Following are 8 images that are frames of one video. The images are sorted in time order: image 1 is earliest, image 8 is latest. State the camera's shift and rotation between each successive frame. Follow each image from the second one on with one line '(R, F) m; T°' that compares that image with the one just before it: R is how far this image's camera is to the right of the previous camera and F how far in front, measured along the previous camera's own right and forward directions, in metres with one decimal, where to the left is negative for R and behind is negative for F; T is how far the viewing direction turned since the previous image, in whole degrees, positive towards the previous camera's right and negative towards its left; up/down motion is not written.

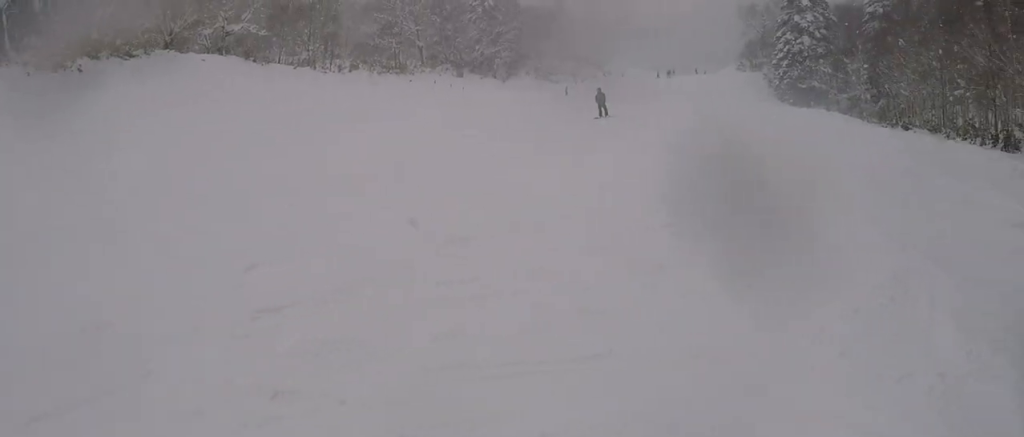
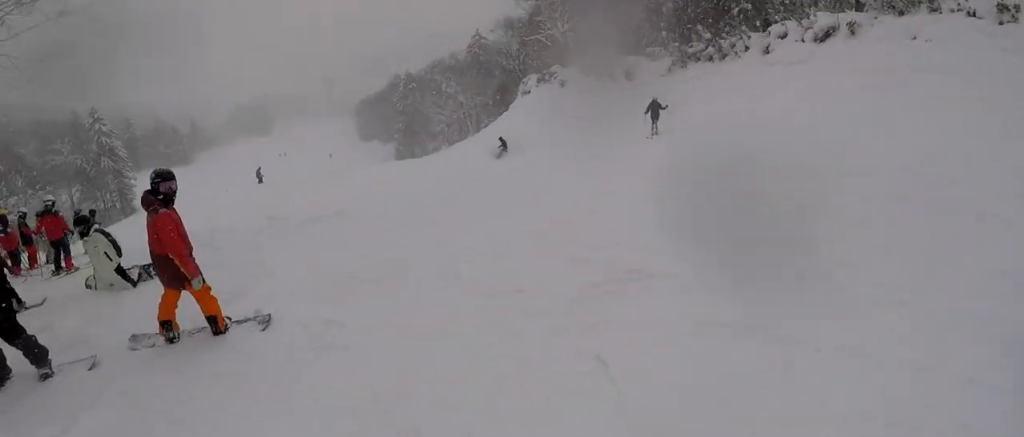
(-0.2, +1.4) m; -15°
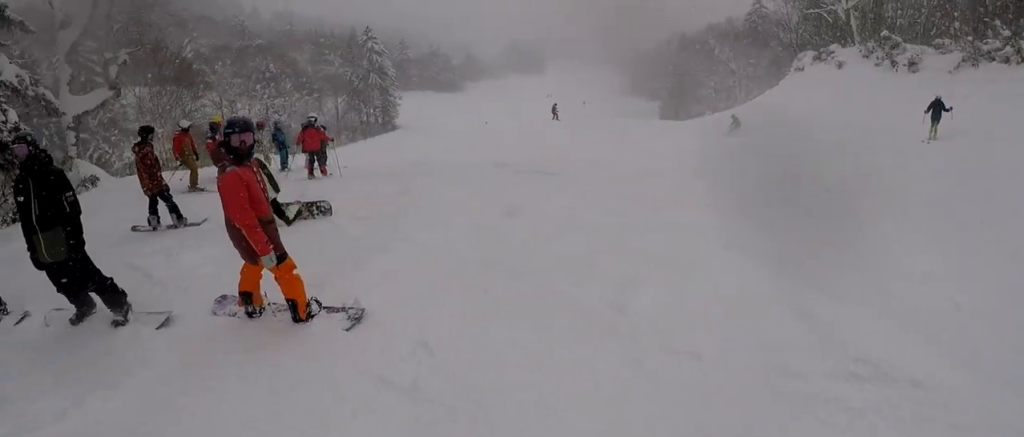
(-0.4, +2.2) m; -17°
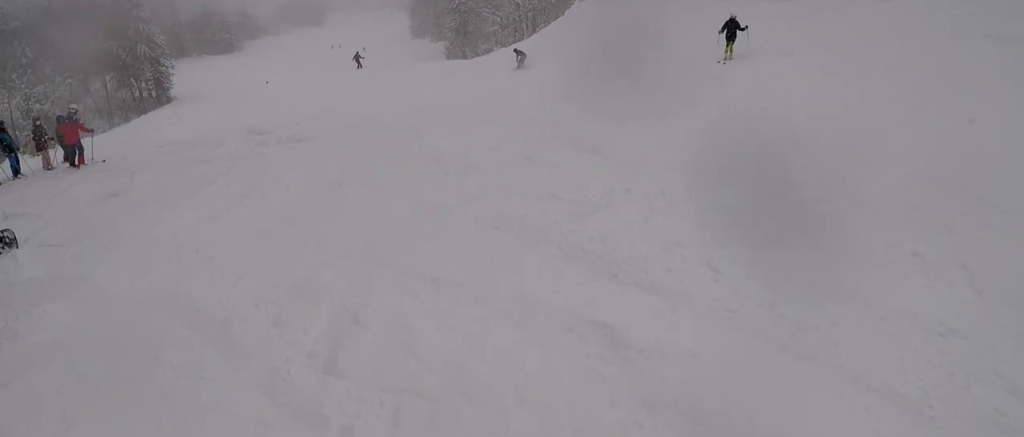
(-0.5, +1.4) m; +1°
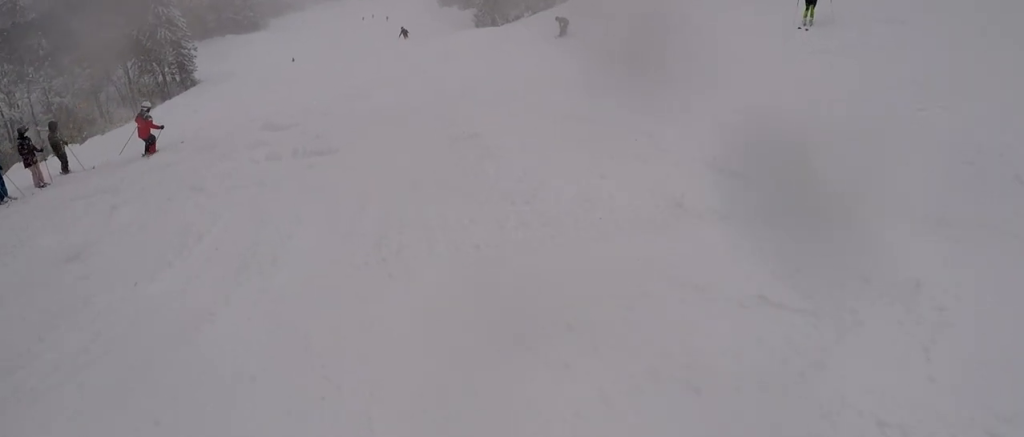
(+0.5, +2.2) m; -6°
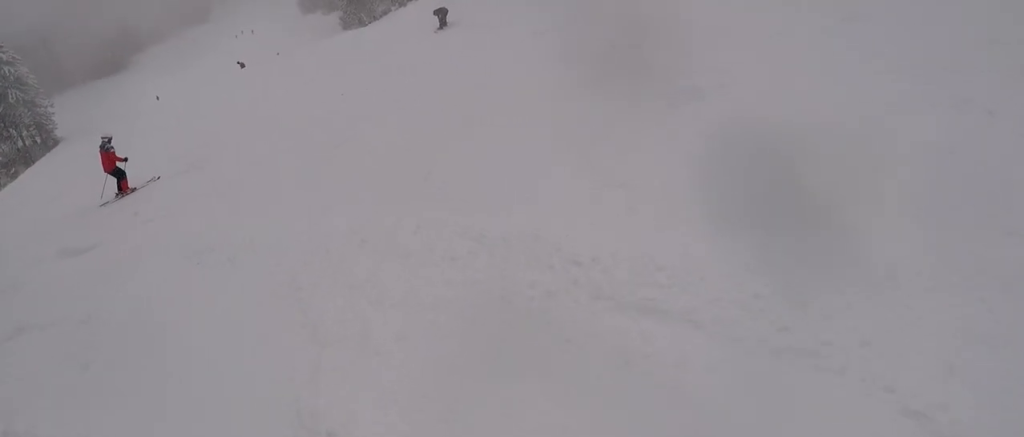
(-0.9, +4.0) m; -2°
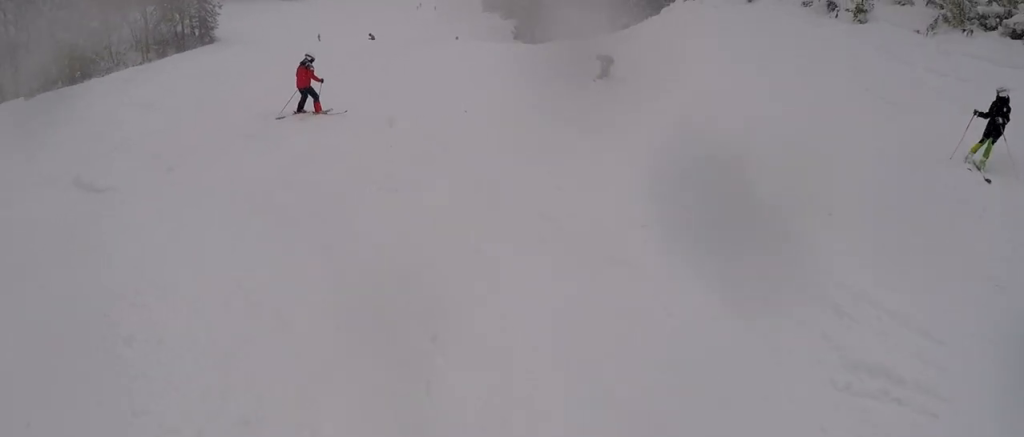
(+0.3, +2.3) m; 0°
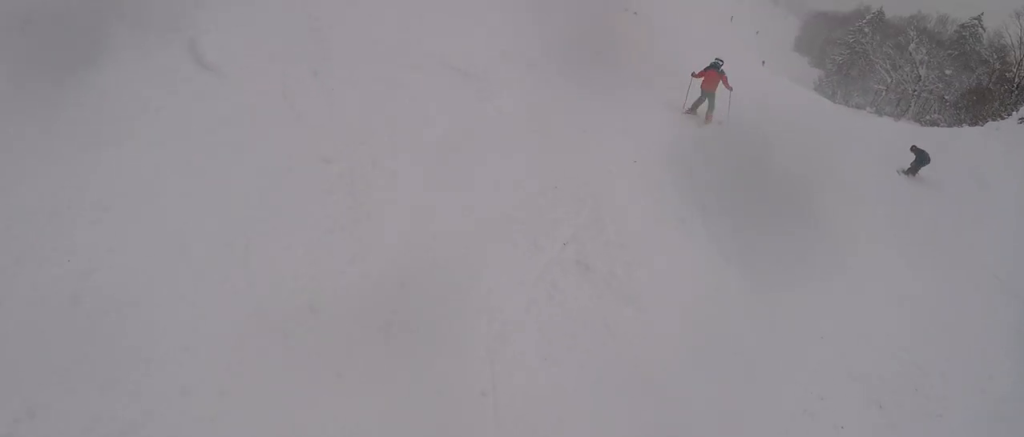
(+0.6, +3.2) m; -3°
